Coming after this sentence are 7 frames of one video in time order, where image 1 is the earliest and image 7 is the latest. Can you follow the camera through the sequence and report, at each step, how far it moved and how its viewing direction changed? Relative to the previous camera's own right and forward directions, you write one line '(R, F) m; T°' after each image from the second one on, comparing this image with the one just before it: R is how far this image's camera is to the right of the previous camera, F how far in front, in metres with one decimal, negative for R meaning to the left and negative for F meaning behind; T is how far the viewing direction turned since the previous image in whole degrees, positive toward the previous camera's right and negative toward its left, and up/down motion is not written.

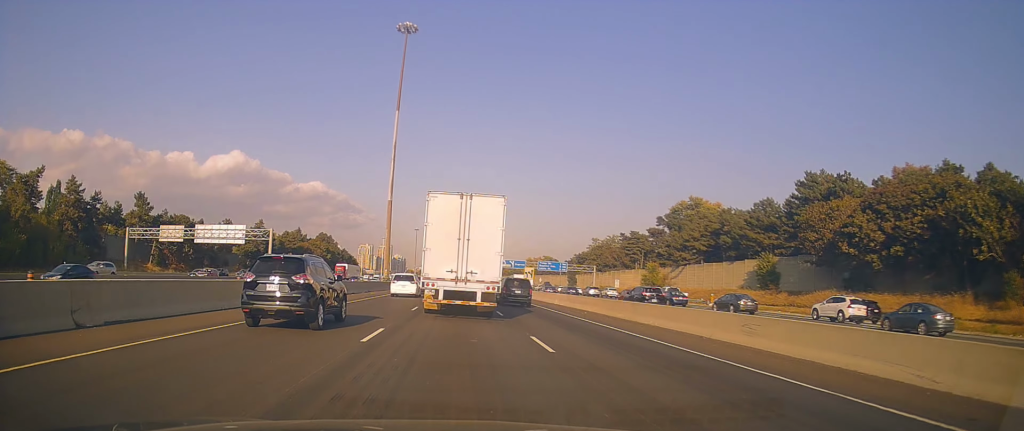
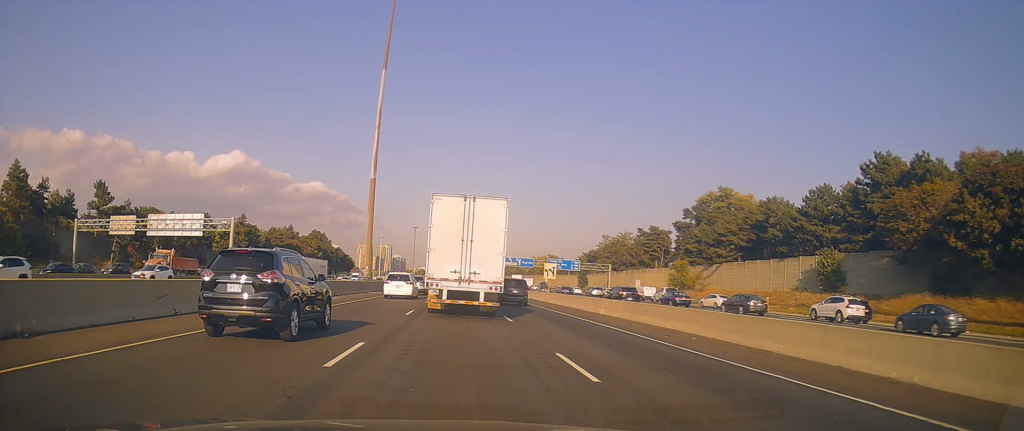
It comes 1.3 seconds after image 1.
(+0.2, +15.5) m; +1°
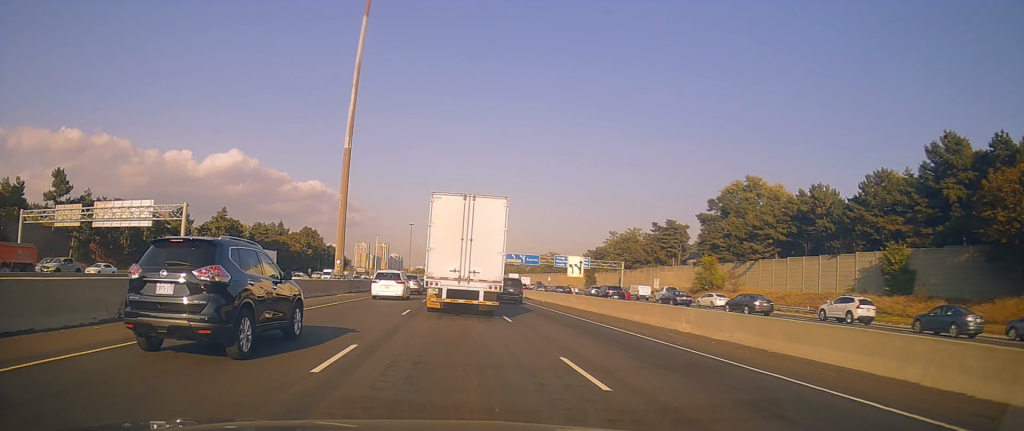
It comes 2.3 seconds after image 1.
(-0.2, +12.7) m; -2°
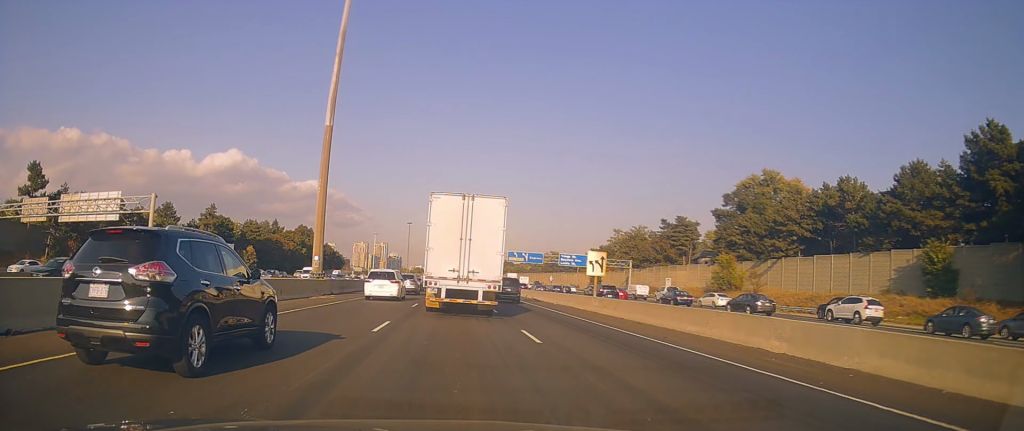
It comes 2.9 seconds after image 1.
(-0.1, +6.7) m; 0°
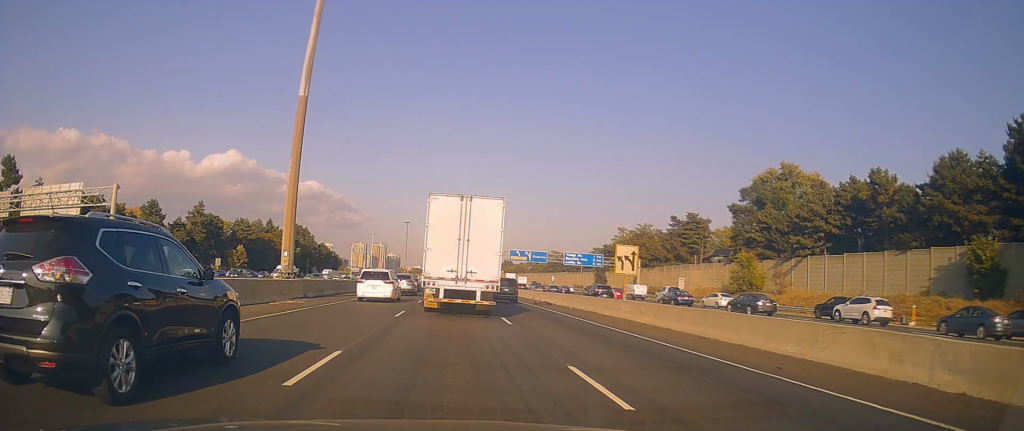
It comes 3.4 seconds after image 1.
(-0.1, +6.7) m; 0°
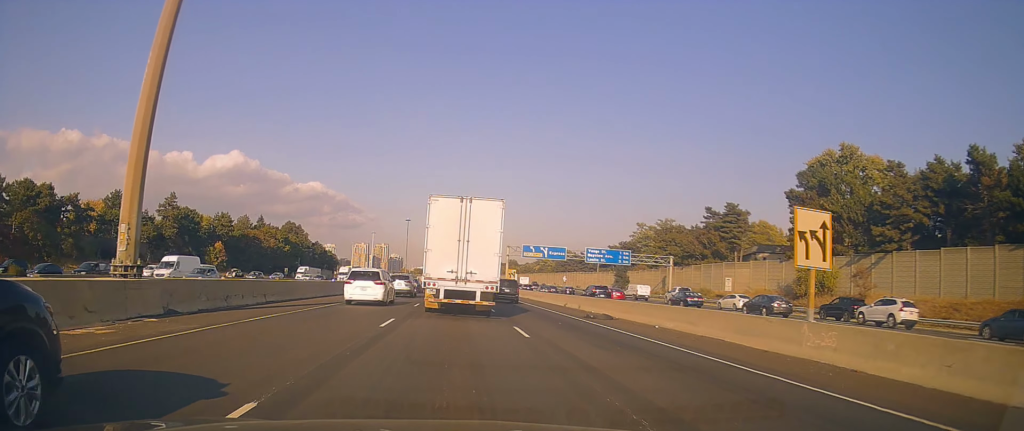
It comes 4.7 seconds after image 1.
(+0.1, +16.3) m; 0°
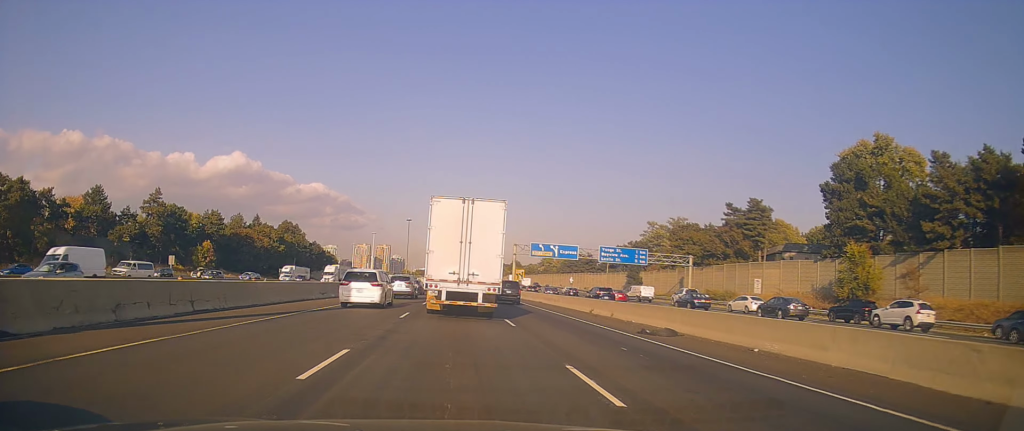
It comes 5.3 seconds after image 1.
(-0.1, +7.7) m; 0°
